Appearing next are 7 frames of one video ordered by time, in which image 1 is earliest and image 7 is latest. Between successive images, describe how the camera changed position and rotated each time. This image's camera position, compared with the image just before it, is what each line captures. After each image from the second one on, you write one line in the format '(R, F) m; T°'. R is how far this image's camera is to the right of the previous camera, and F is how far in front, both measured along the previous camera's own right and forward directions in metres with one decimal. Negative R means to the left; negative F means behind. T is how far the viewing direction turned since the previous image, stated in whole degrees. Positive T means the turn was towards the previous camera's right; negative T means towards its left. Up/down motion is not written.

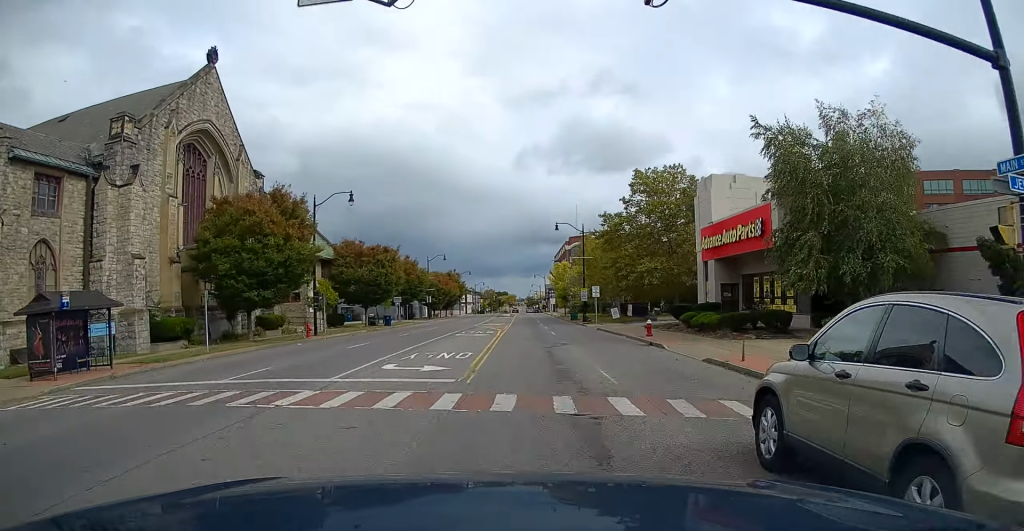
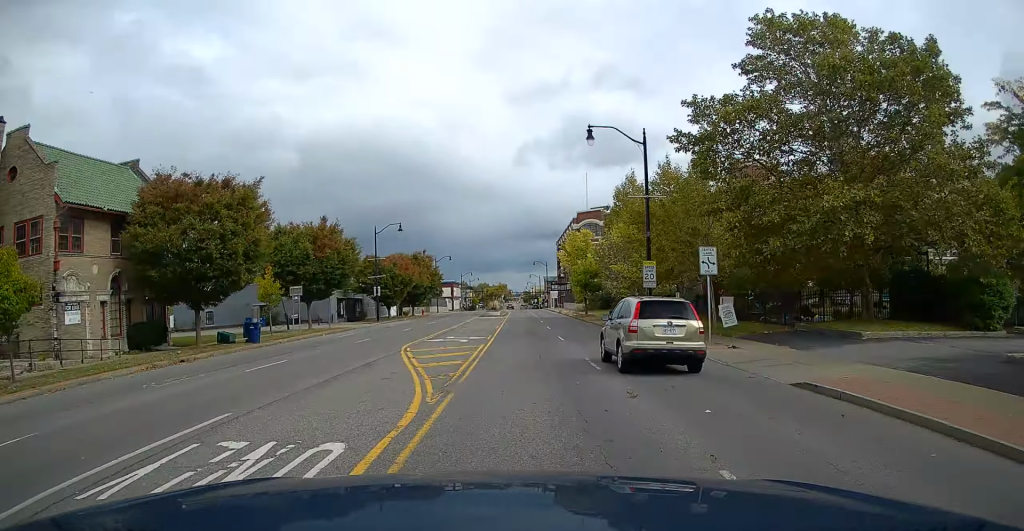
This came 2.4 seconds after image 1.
(0.0, +34.7) m; 0°
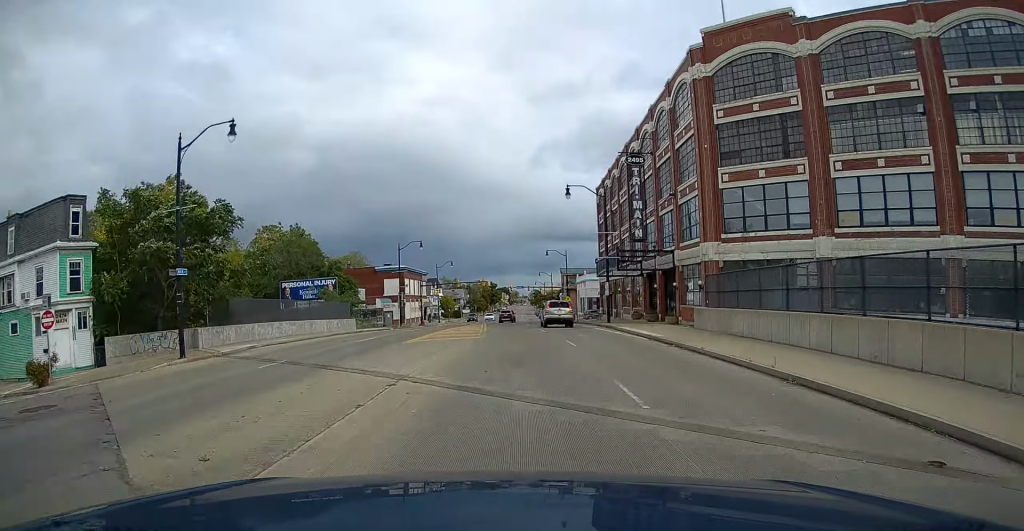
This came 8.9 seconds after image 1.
(0.0, +85.2) m; -1°
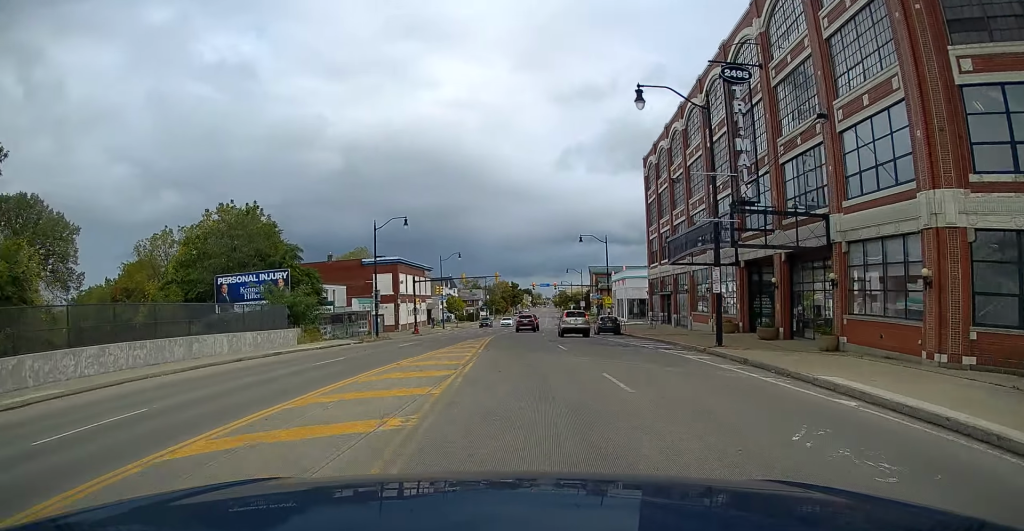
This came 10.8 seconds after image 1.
(-0.4, +20.7) m; -1°
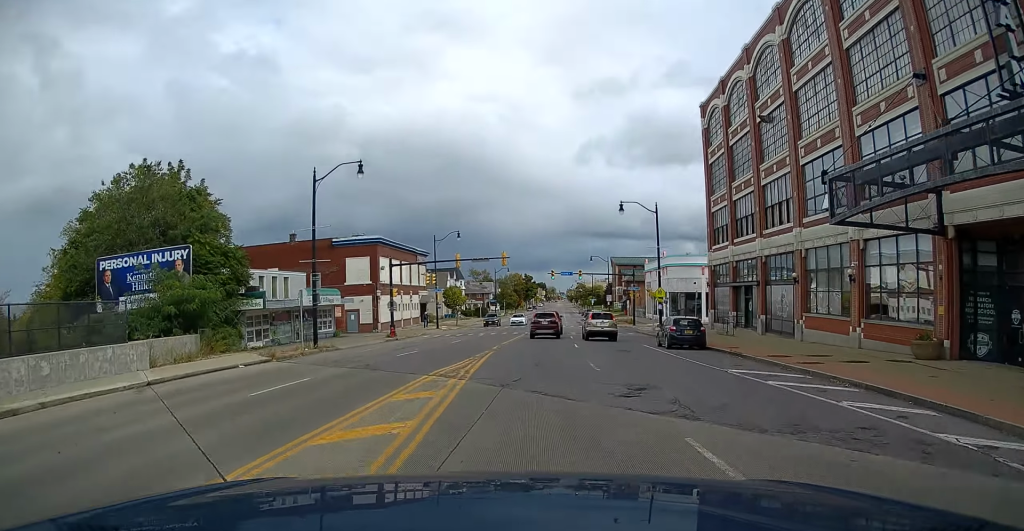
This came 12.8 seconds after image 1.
(-0.5, +19.9) m; 0°
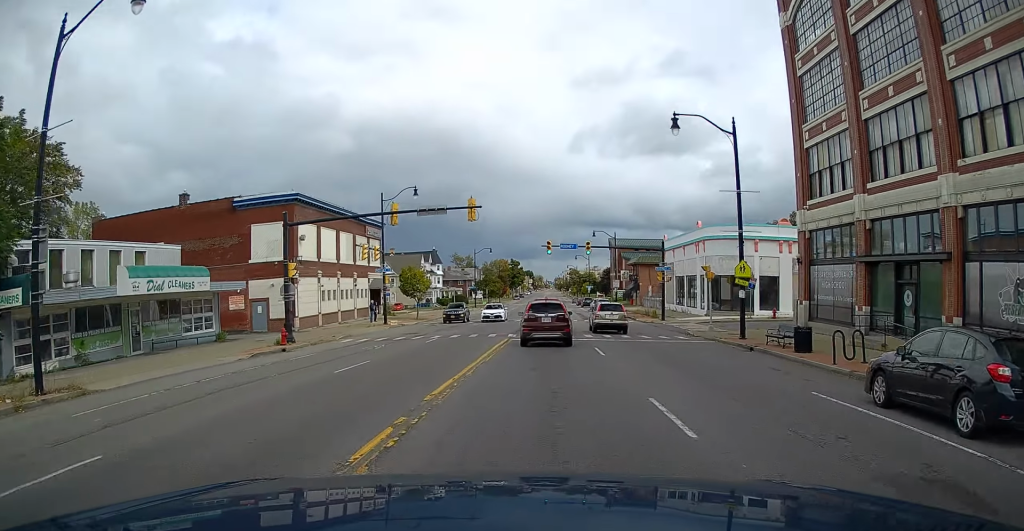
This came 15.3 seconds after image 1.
(+0.4, +23.1) m; +4°
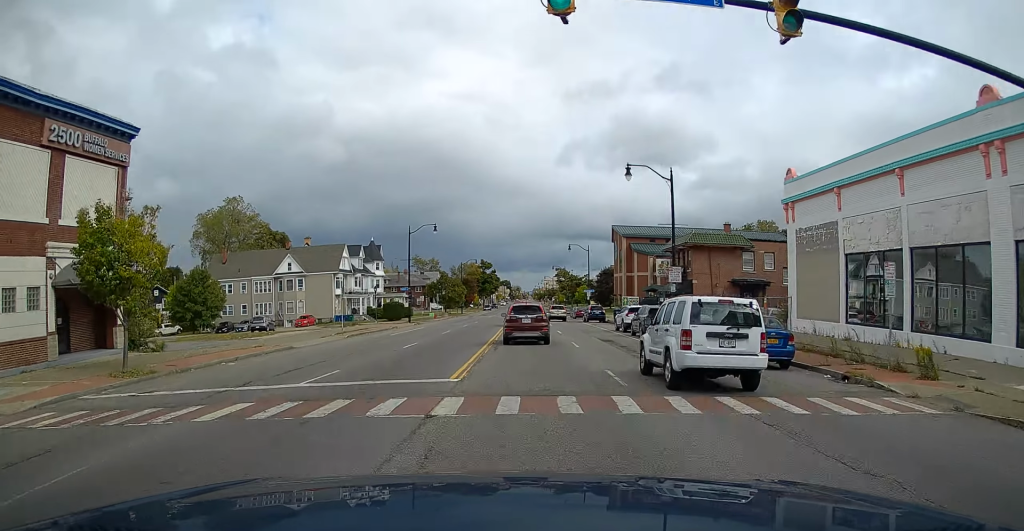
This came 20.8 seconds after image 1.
(+0.5, +48.3) m; -3°
